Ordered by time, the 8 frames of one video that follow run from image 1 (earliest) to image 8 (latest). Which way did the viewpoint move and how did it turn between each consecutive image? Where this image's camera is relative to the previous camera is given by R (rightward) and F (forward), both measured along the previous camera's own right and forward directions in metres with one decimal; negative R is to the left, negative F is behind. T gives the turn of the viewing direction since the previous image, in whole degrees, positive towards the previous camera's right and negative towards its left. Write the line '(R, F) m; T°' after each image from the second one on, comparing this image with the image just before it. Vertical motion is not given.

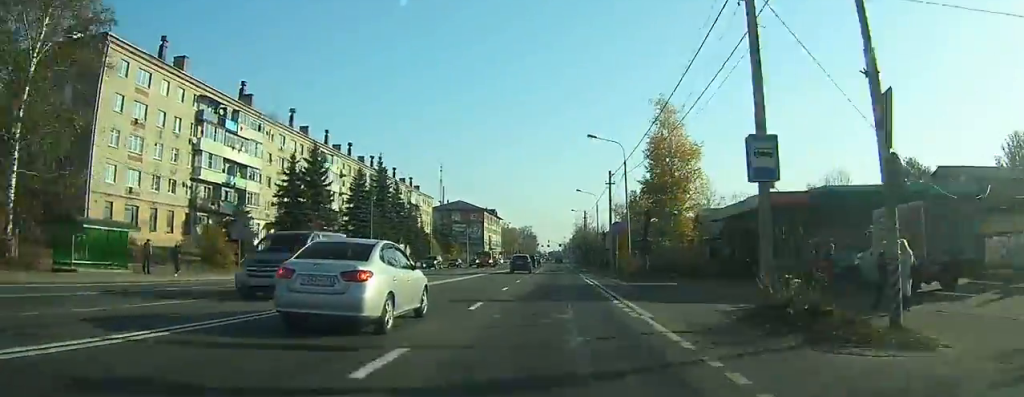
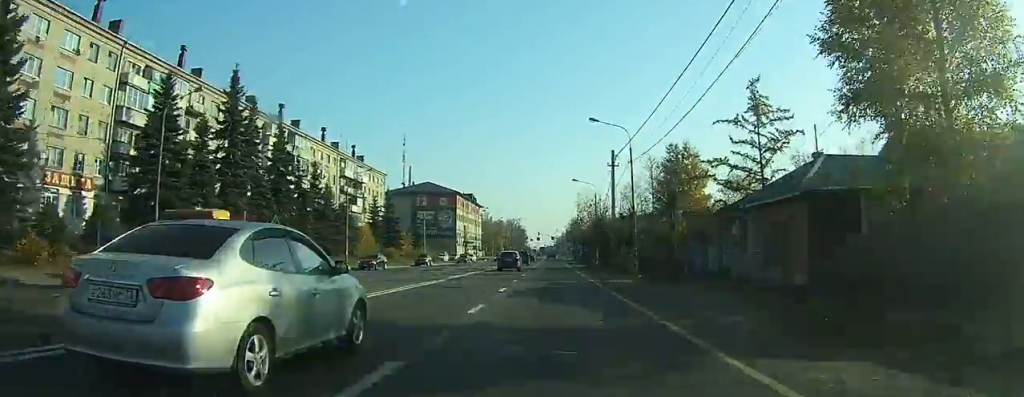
(+0.6, +40.4) m; +1°
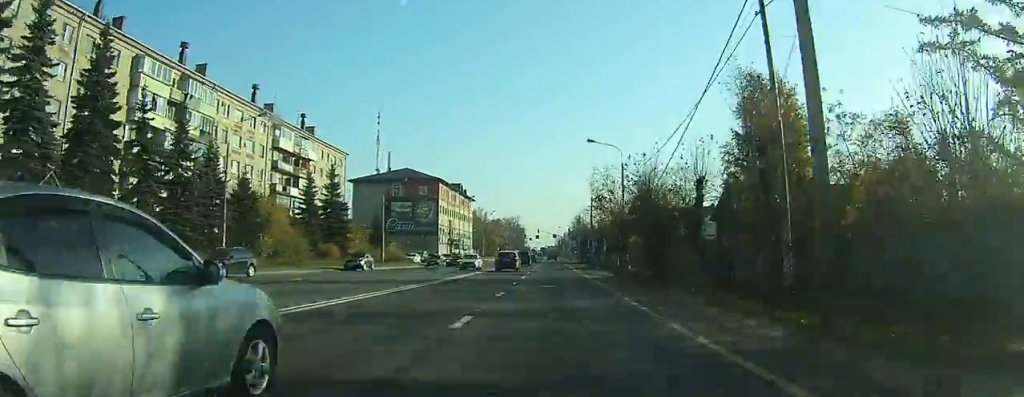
(+0.1, +26.4) m; 0°
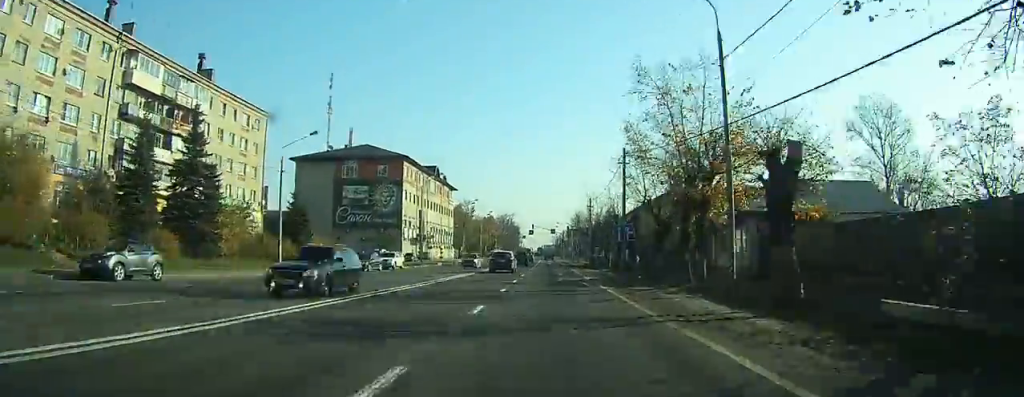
(-0.1, +29.7) m; 0°
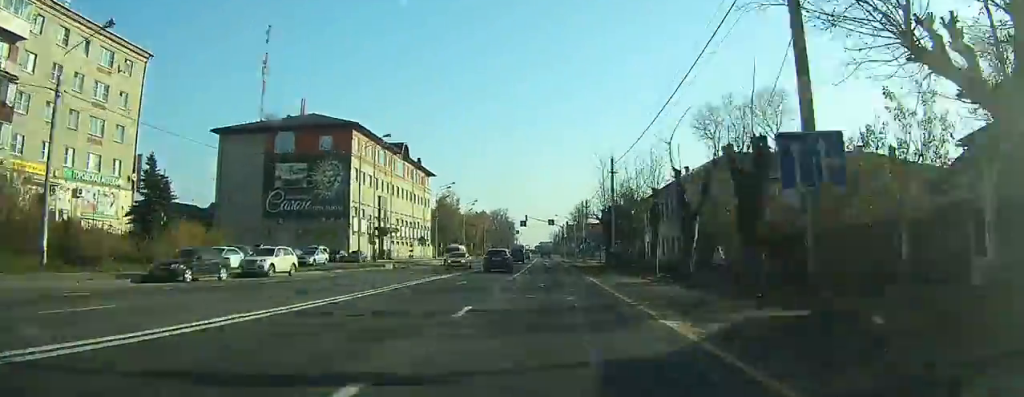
(0.0, +25.0) m; 0°
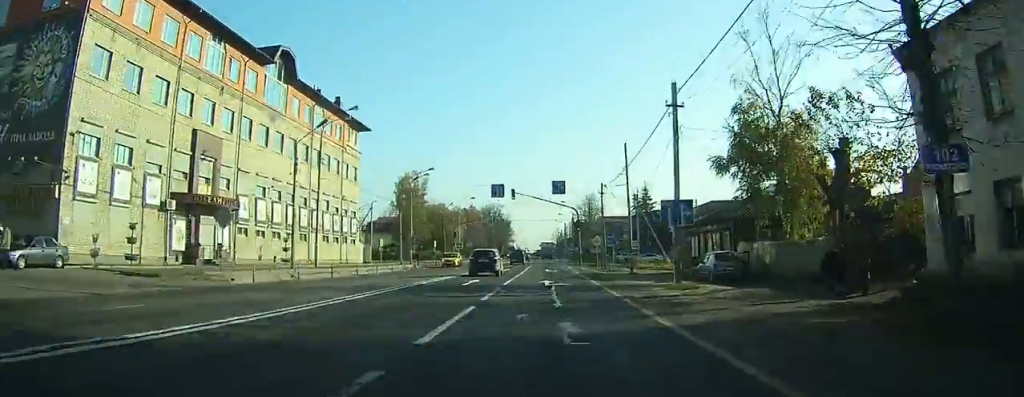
(0.0, +47.3) m; 0°
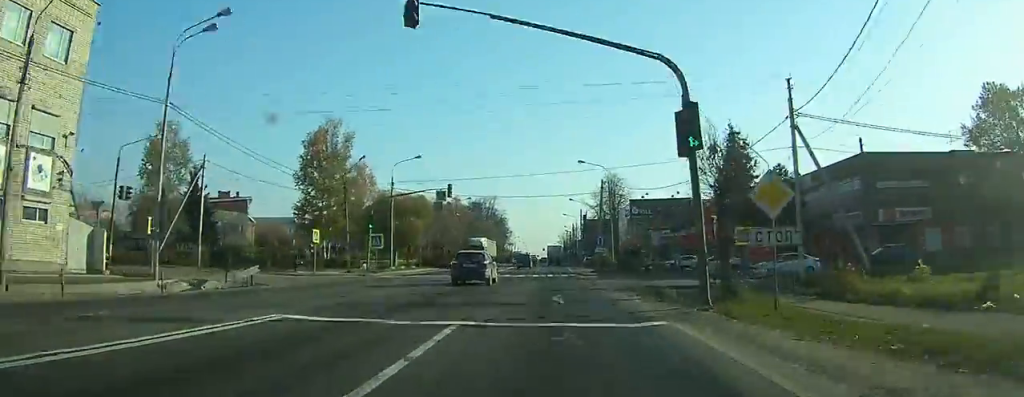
(-0.1, +48.4) m; 0°
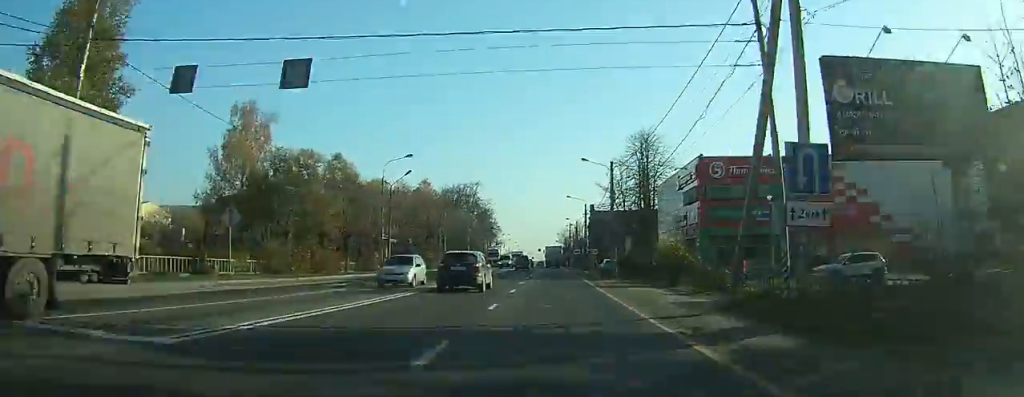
(0.0, +41.8) m; 0°
